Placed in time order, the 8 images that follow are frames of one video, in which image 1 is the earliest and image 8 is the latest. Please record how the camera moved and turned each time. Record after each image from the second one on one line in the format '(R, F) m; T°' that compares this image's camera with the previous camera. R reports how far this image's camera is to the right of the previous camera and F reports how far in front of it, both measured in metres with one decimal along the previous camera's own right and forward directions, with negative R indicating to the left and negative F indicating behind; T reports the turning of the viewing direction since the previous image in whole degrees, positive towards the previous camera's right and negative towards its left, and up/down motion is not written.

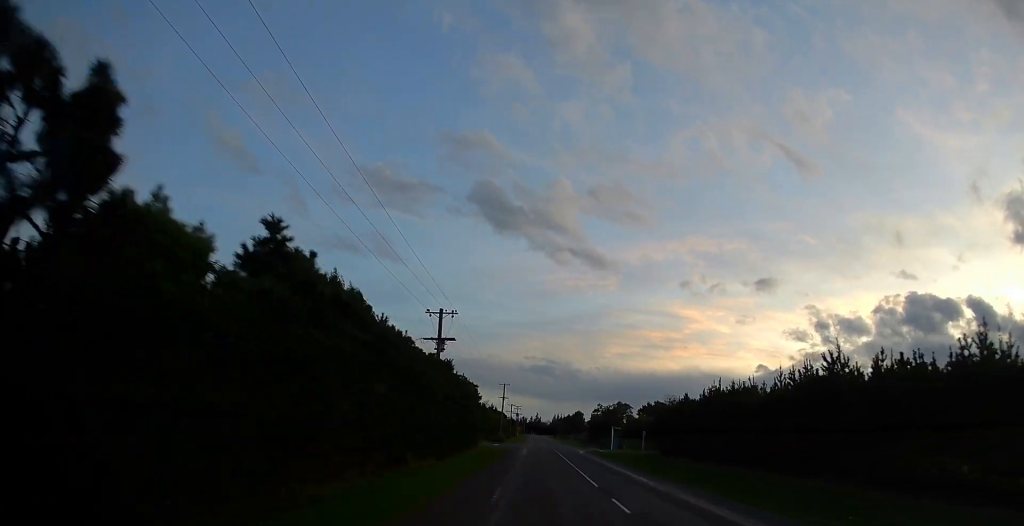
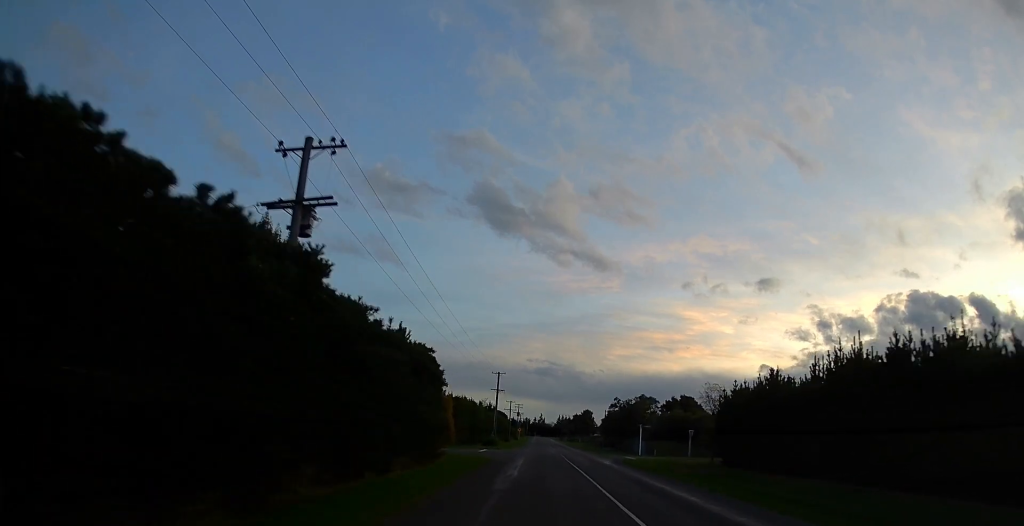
(-0.3, +22.4) m; 0°
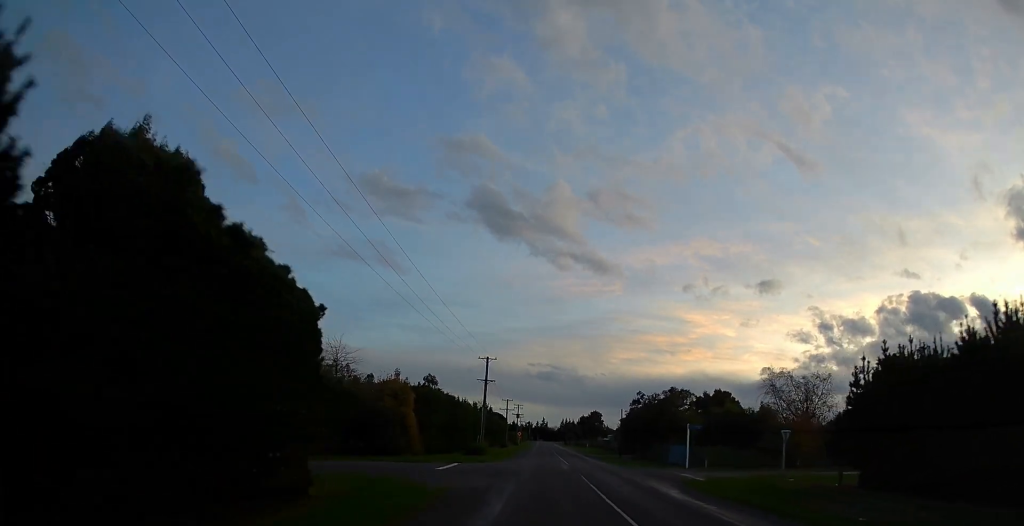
(+0.3, +21.3) m; 0°
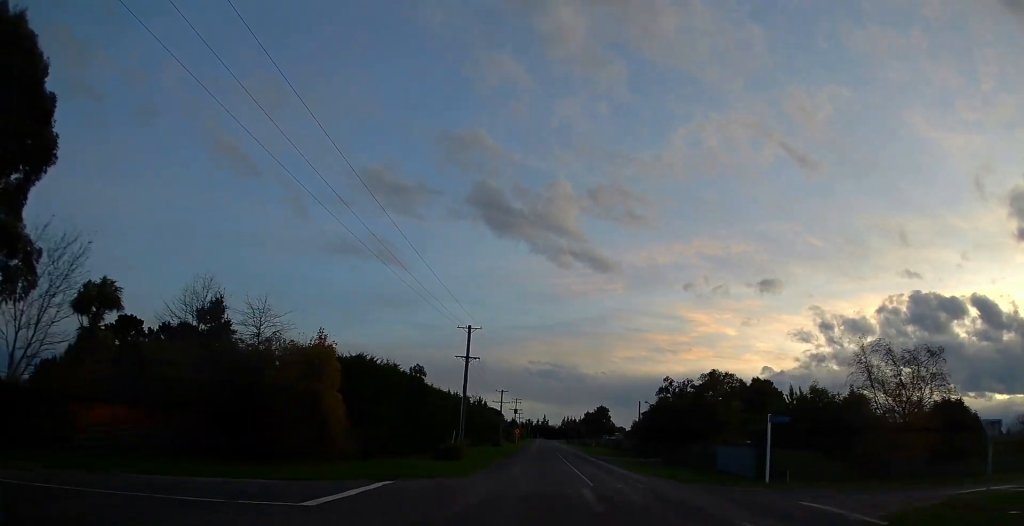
(-0.3, +17.0) m; -1°
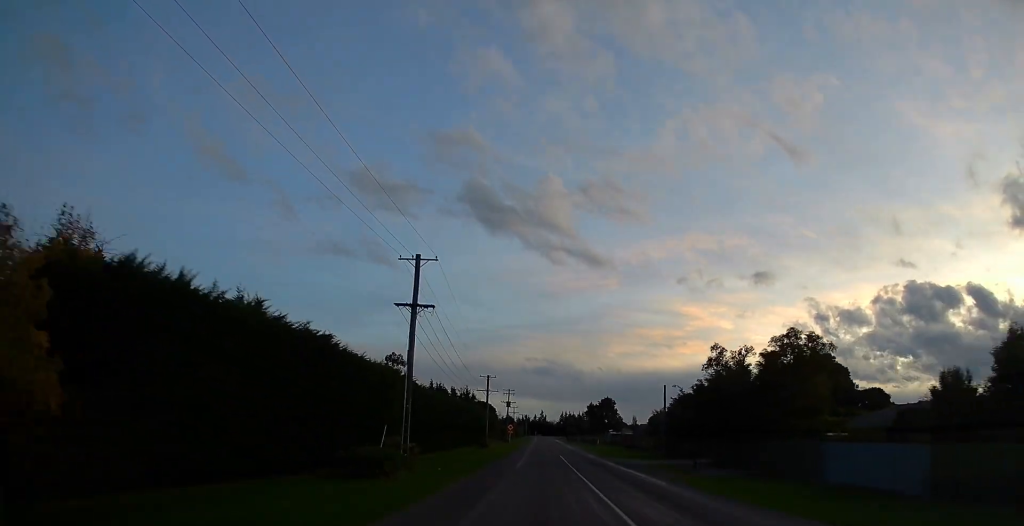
(0.0, +18.6) m; +1°
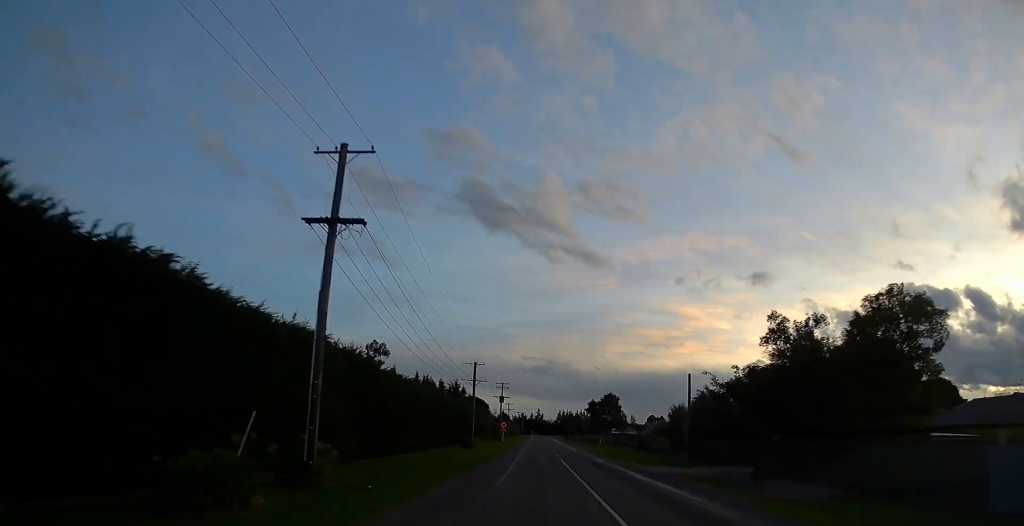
(+0.2, +11.5) m; 0°
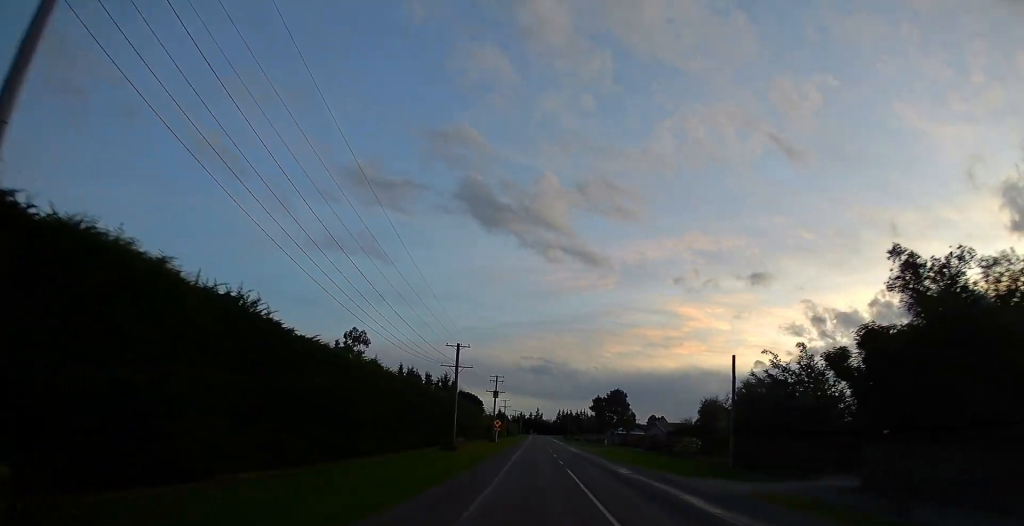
(+0.1, +12.1) m; 0°
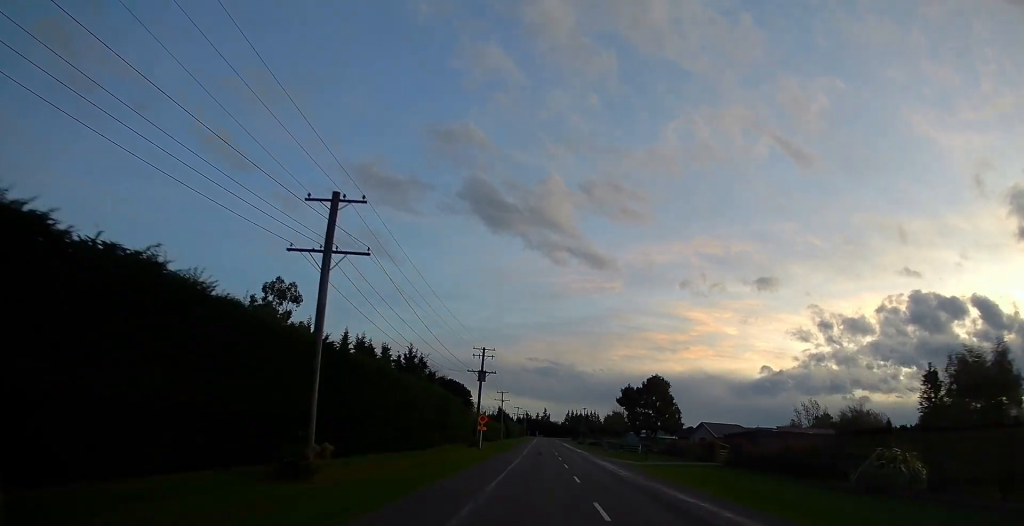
(0.0, +31.6) m; +1°
